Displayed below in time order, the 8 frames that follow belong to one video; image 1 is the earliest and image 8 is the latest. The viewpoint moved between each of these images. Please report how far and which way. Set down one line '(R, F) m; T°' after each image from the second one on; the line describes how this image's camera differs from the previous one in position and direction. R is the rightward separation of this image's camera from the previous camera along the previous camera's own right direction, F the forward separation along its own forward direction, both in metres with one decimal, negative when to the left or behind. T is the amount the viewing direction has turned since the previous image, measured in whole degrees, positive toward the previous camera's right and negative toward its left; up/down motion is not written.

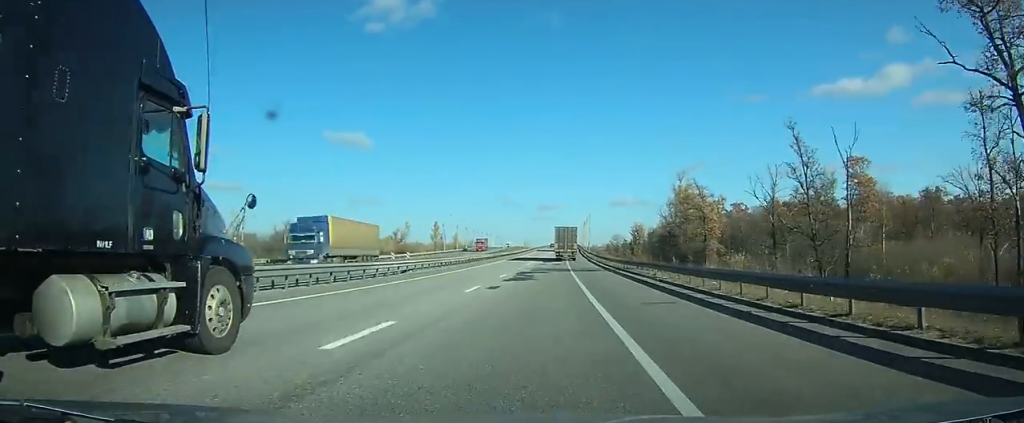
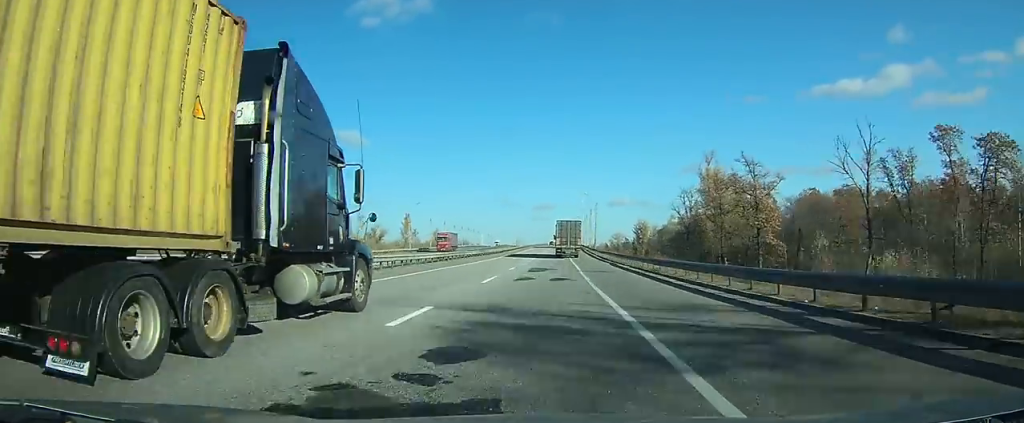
(0.0, +32.3) m; +1°
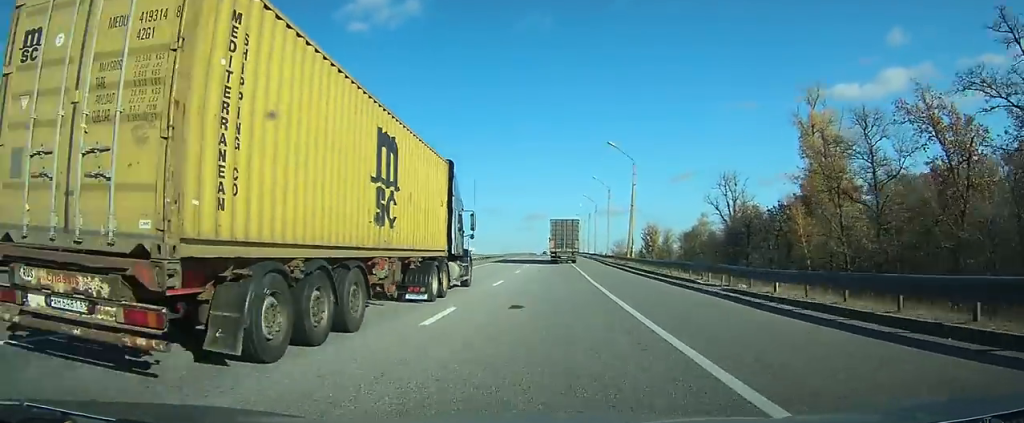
(+0.8, +56.5) m; +1°
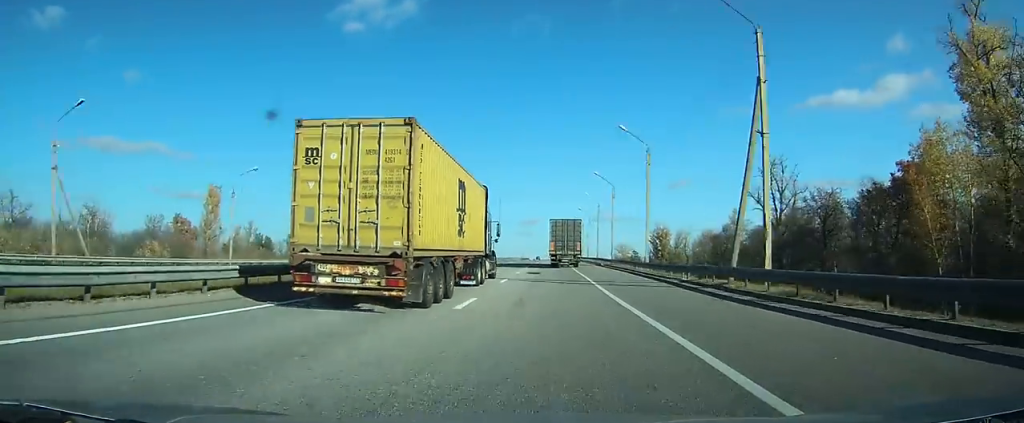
(+0.1, +35.2) m; 0°
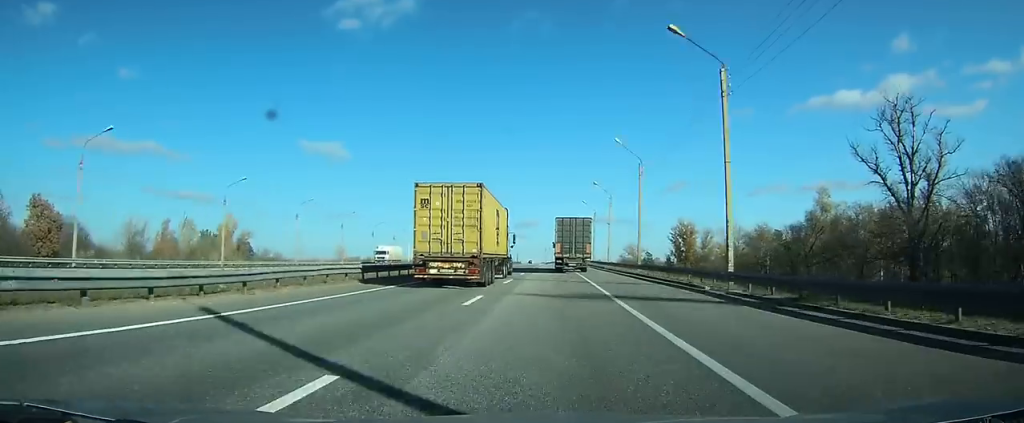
(+0.1, +48.8) m; 0°
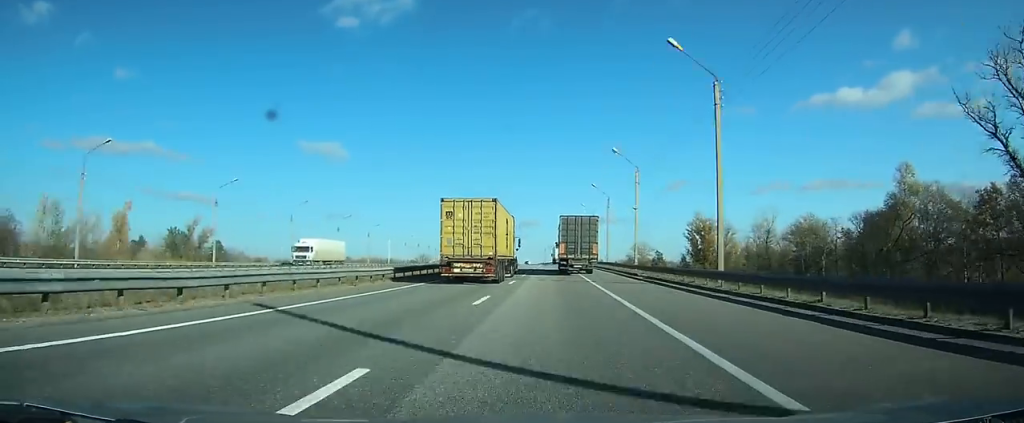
(0.0, +23.9) m; 0°
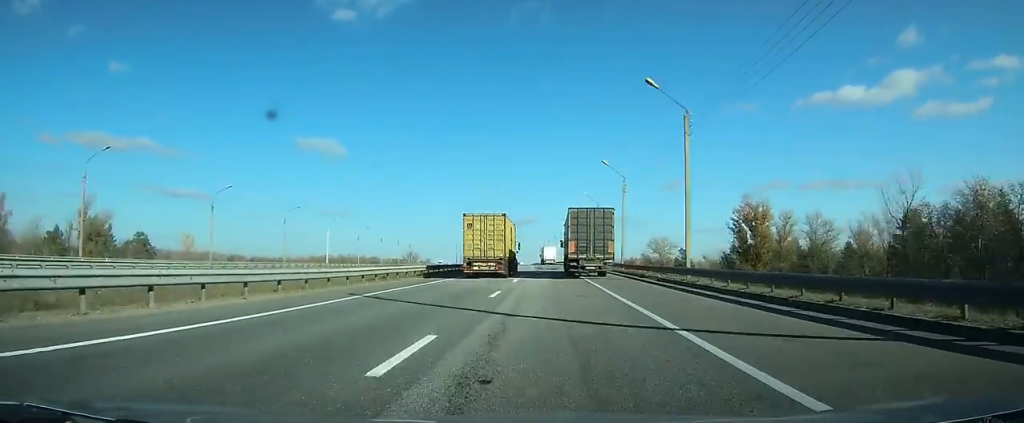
(+0.2, +44.5) m; 0°
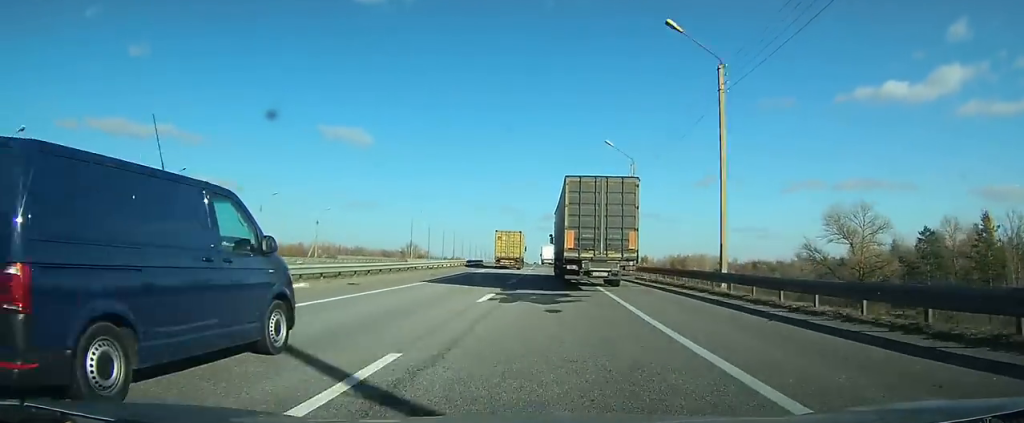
(-1.7, +105.3) m; -2°
